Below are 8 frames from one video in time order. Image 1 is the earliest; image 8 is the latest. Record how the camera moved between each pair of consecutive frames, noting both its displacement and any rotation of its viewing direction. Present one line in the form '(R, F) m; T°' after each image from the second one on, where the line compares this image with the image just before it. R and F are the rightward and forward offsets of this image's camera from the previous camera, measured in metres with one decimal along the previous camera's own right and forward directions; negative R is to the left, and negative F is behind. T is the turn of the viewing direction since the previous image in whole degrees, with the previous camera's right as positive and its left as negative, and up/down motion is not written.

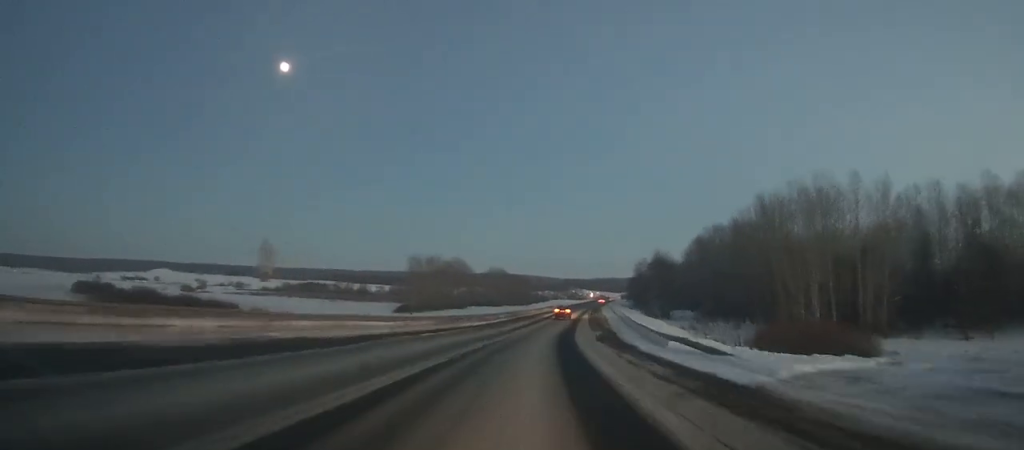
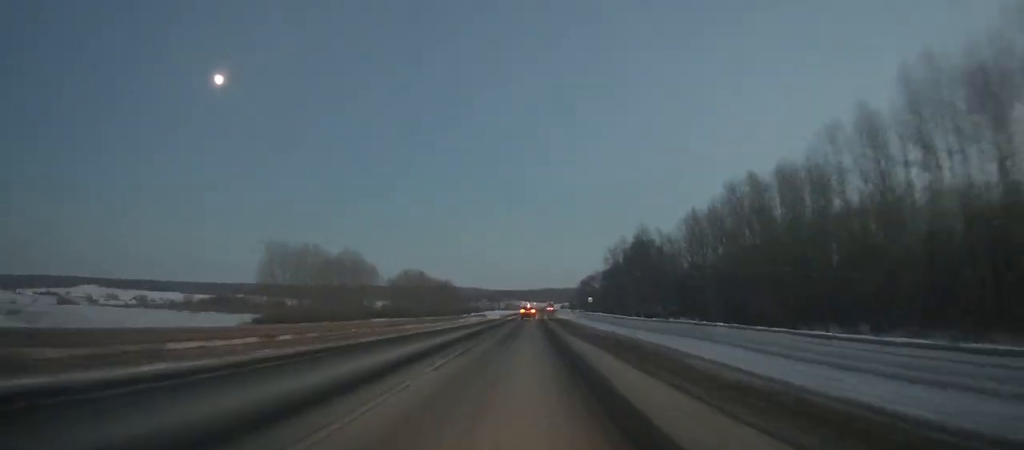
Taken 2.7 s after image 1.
(+3.7, +54.0) m; +5°
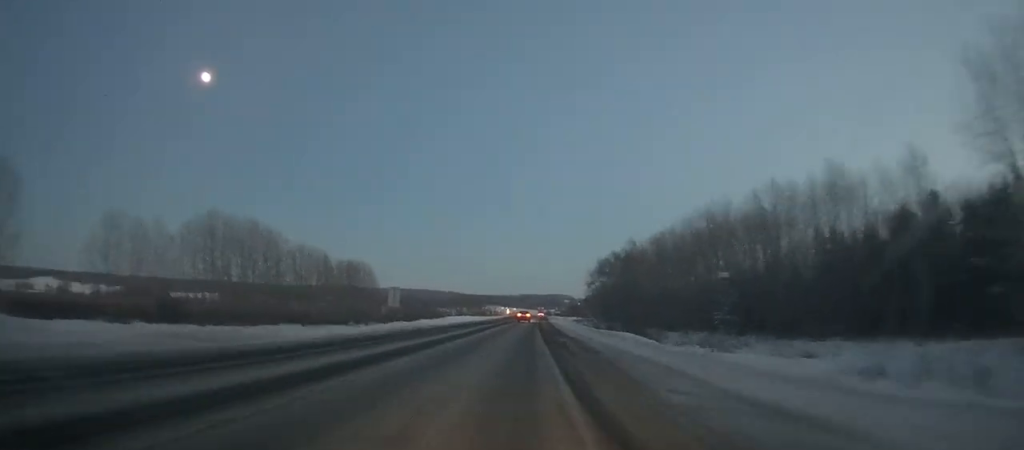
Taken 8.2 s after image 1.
(+5.3, +113.0) m; +3°
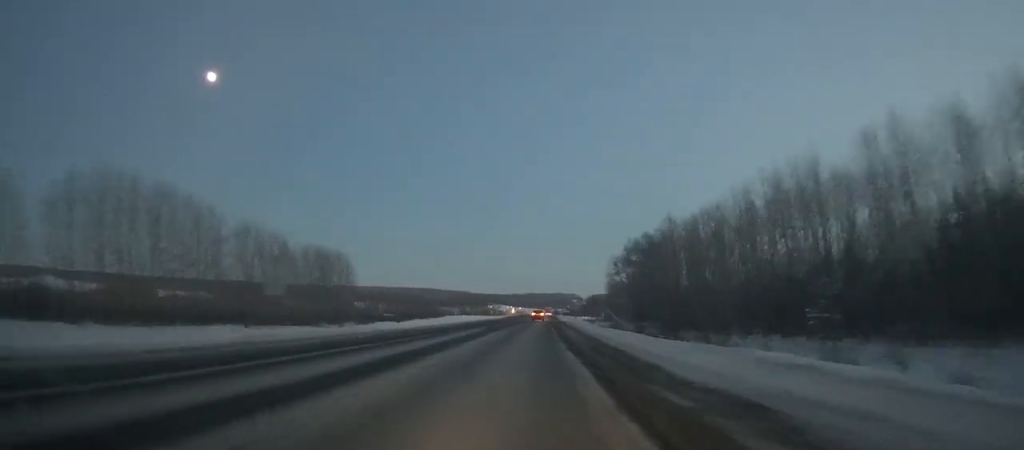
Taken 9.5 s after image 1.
(+0.1, +27.5) m; 0°
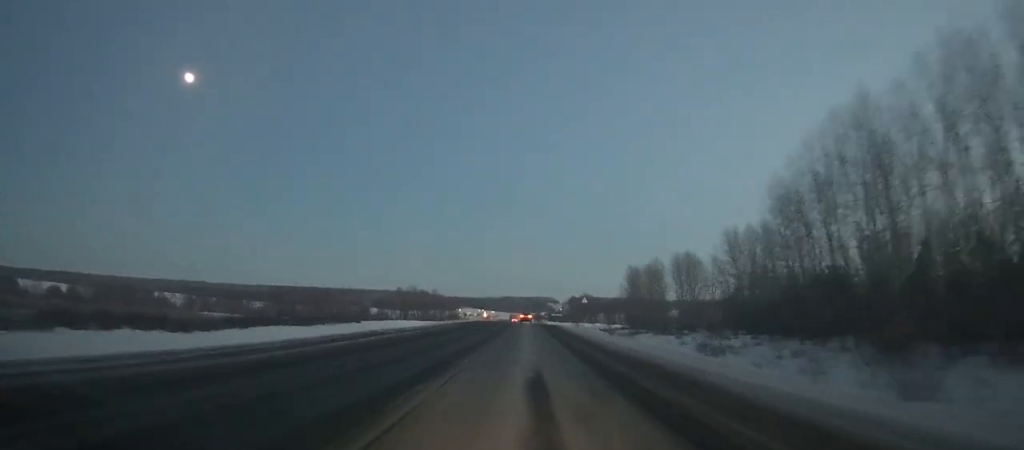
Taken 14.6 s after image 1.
(+0.4, +113.0) m; +1°
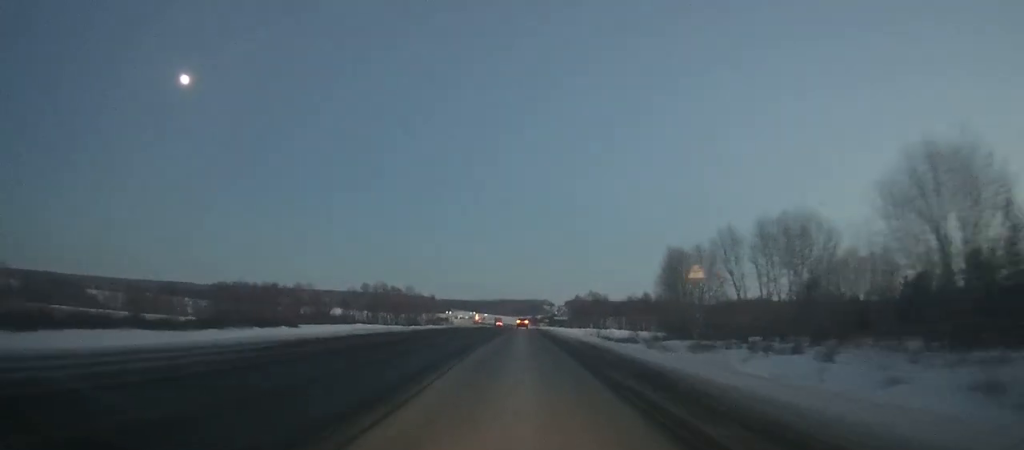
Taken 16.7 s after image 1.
(+0.3, +48.4) m; 0°
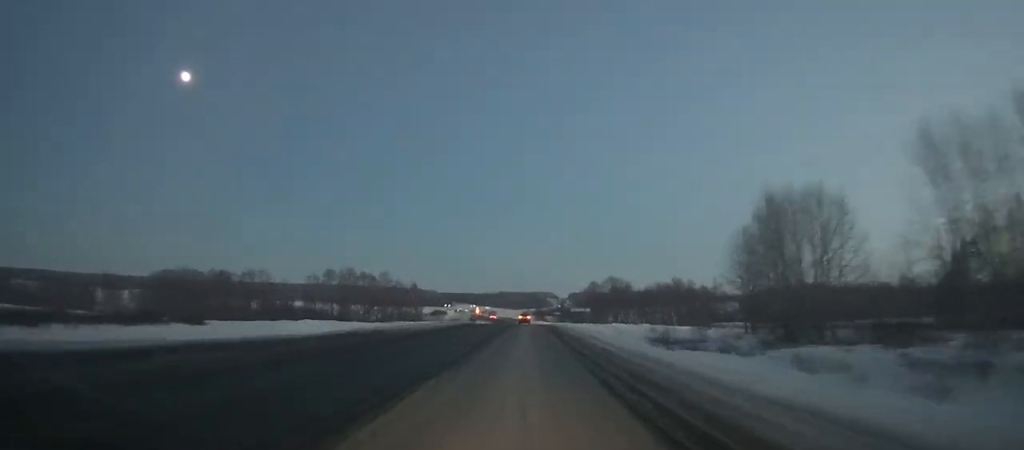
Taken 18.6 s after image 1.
(+0.2, +44.3) m; 0°
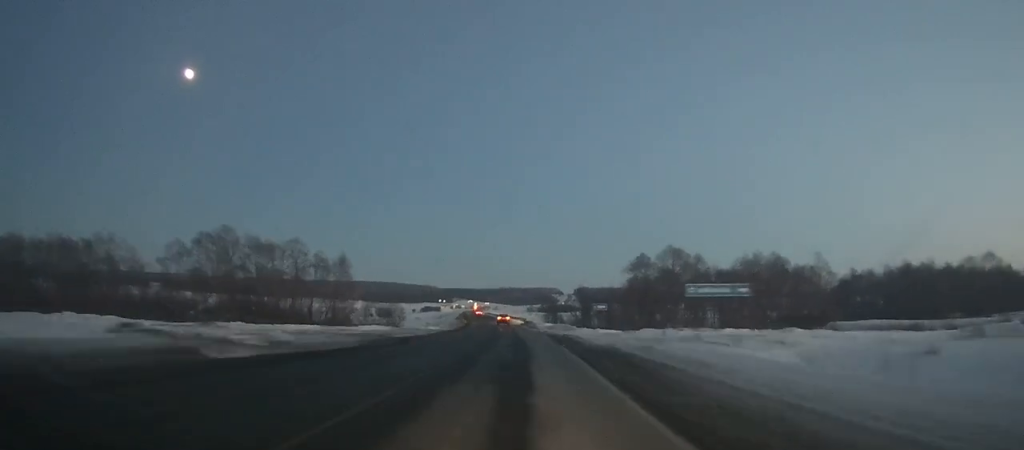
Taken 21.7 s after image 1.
(-0.3, +72.9) m; -1°
